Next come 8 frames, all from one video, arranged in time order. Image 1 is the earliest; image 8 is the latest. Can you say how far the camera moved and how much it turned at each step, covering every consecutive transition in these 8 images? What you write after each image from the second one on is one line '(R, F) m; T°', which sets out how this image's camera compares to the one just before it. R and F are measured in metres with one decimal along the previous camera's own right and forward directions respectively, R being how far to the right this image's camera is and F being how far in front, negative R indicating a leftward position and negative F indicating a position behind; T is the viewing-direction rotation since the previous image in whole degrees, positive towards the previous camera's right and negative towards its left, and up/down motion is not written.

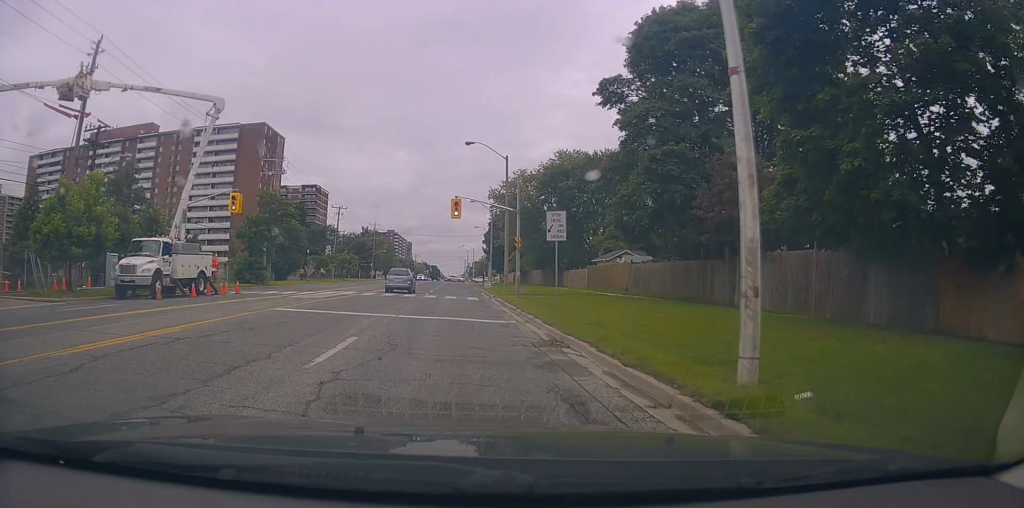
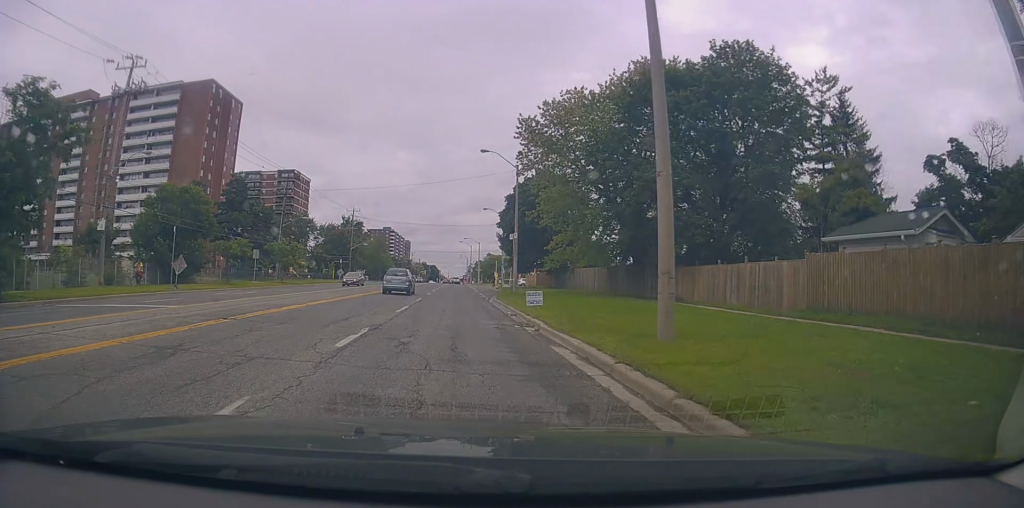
(0.0, +32.7) m; +2°
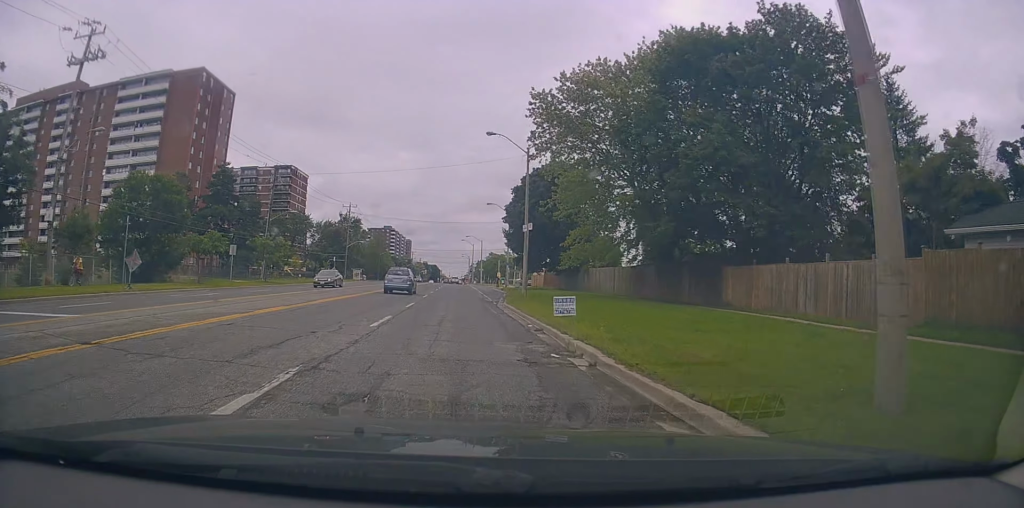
(-0.1, +5.8) m; 0°
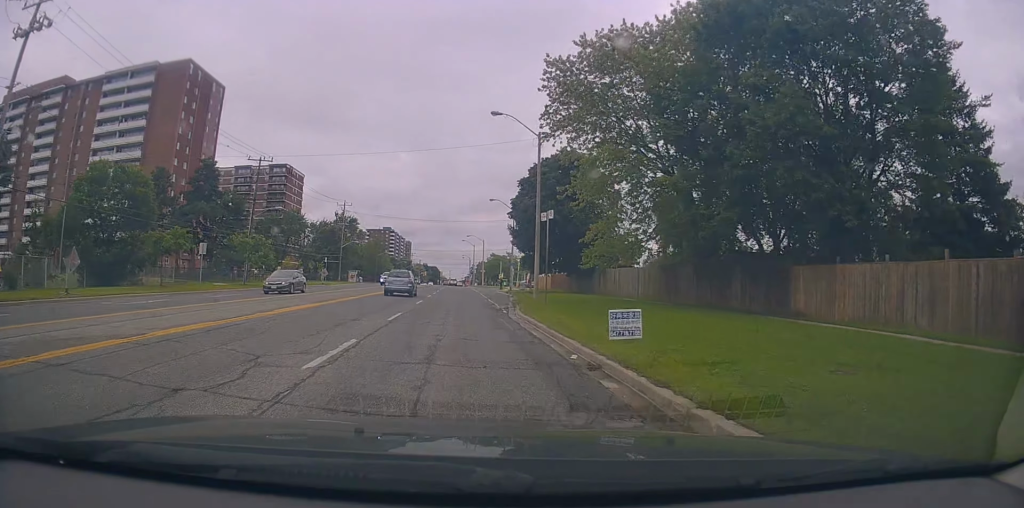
(0.0, +5.8) m; 0°
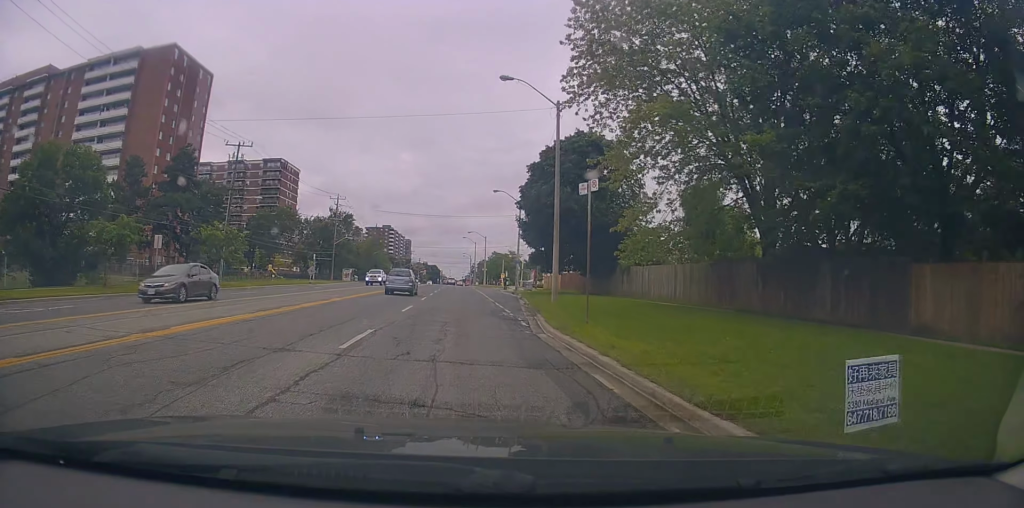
(+0.2, +6.5) m; -1°
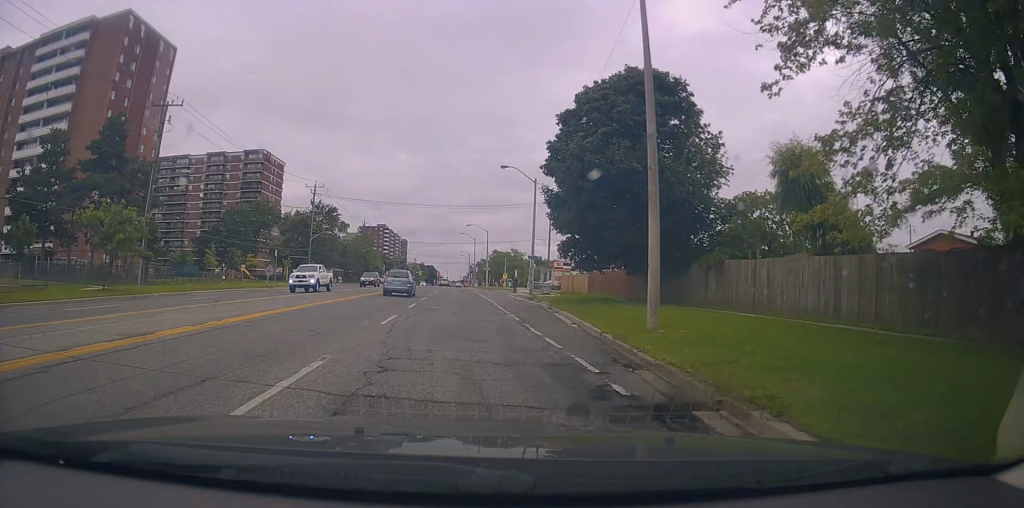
(-0.3, +14.7) m; -2°
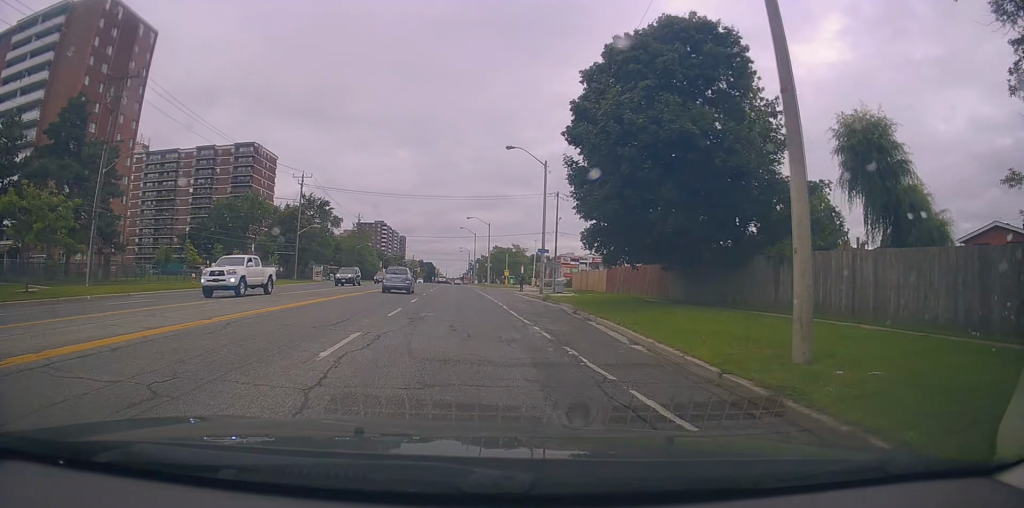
(0.0, +6.5) m; 0°
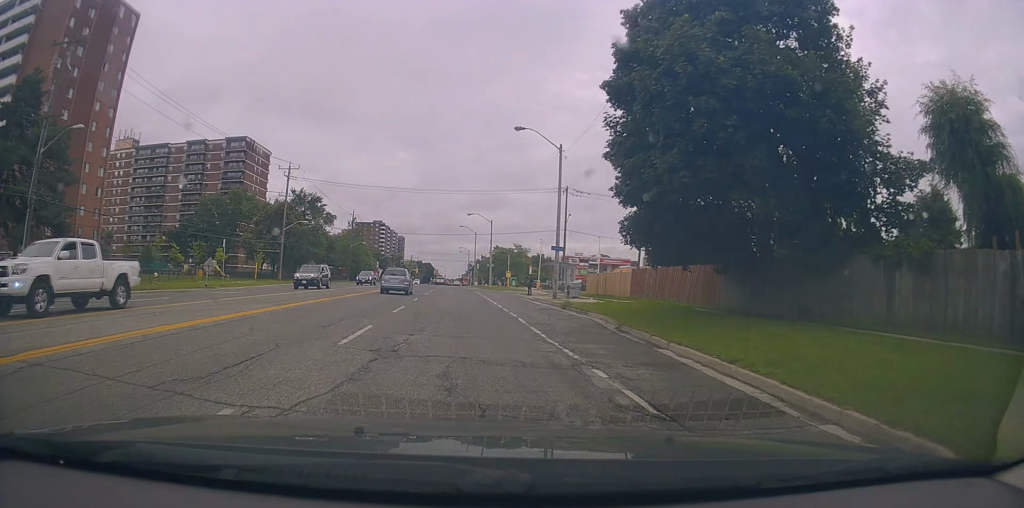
(0.0, +6.6) m; +1°
